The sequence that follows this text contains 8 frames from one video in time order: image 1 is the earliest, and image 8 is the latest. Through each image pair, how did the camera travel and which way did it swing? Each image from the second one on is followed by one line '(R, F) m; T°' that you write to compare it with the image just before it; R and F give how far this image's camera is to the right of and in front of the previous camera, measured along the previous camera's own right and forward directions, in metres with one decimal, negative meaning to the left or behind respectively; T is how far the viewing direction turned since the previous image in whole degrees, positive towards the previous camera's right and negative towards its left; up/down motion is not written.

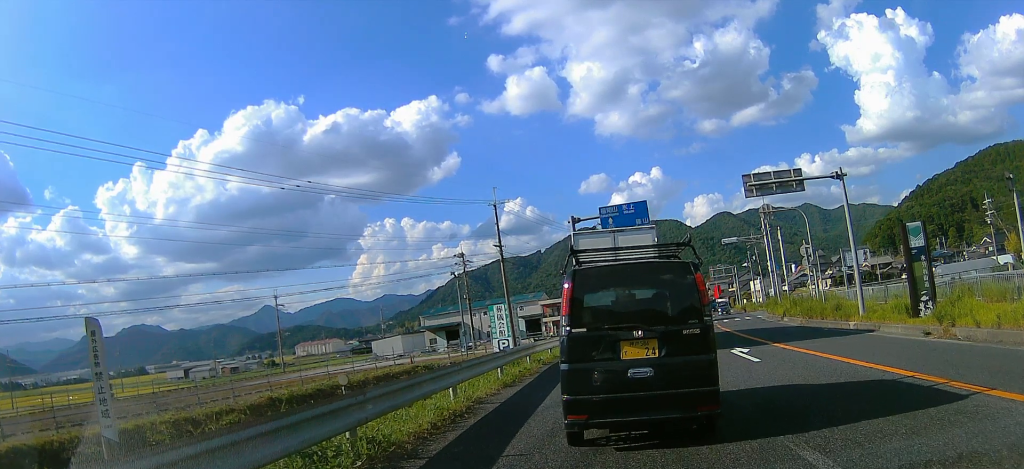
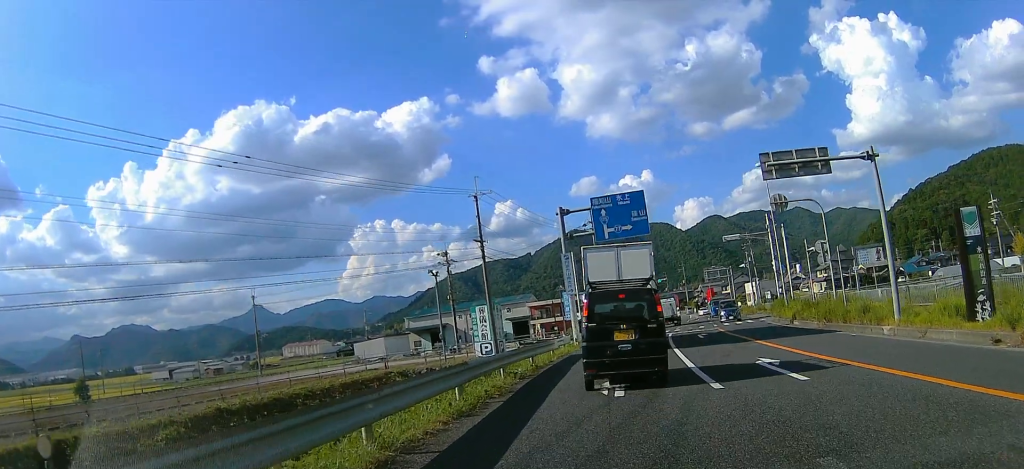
(0.0, 0.0) m; 0°
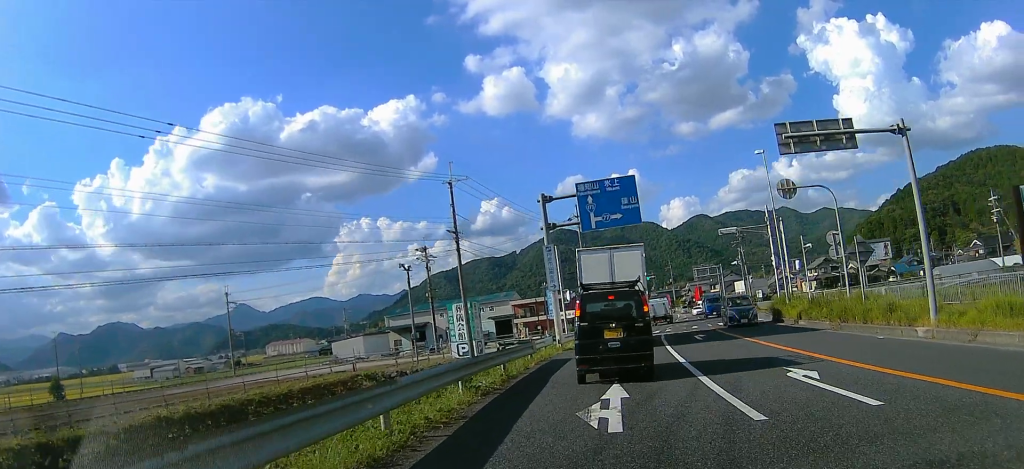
(0.0, +0.3) m; 0°
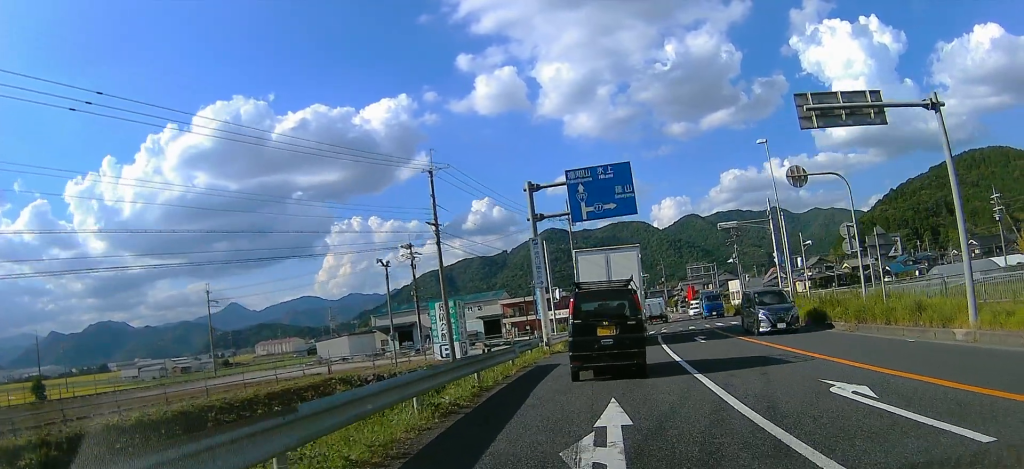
(0.0, +0.6) m; +1°
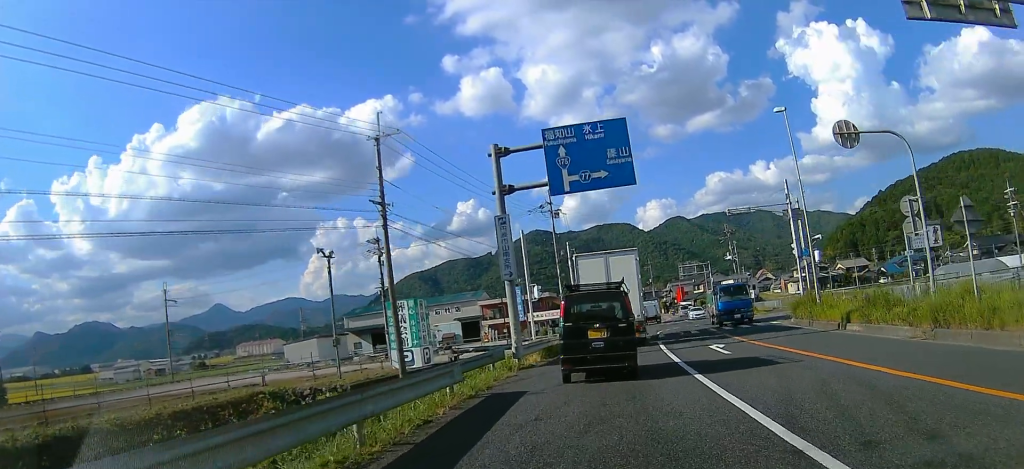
(0.0, +5.0) m; 0°
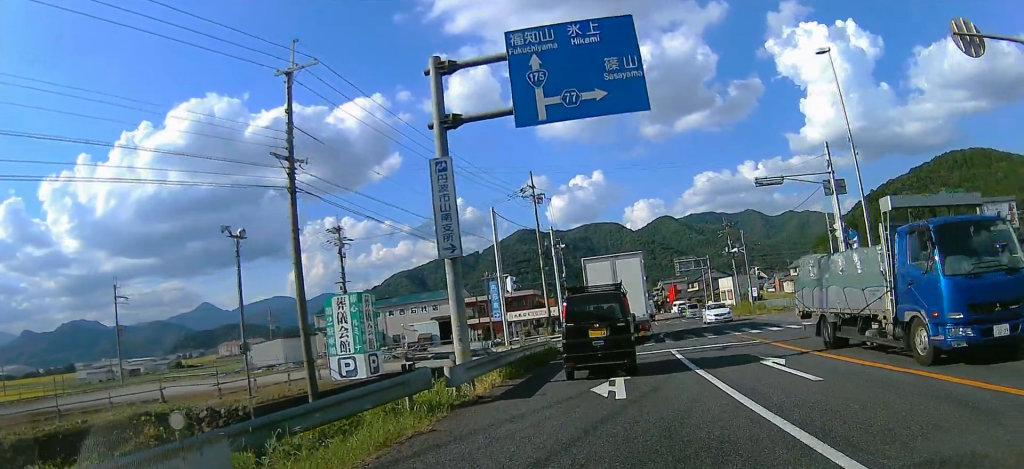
(0.0, +6.1) m; 0°
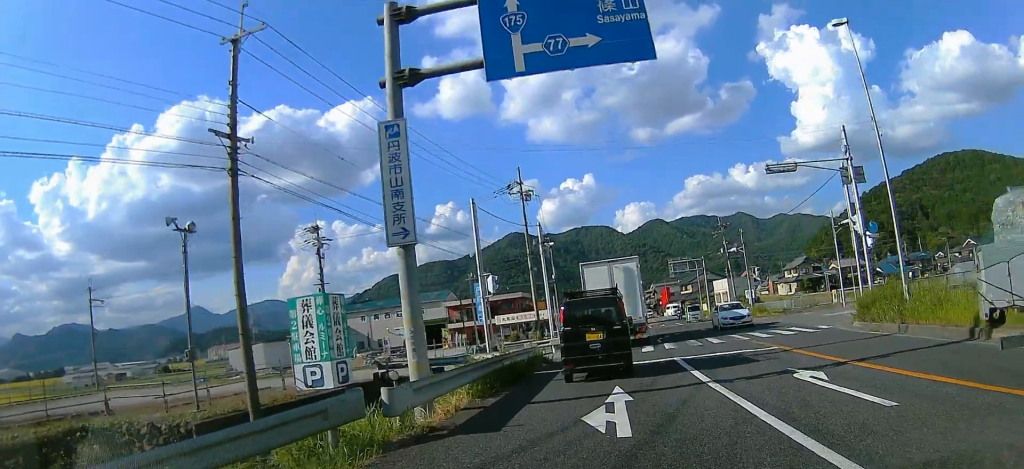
(0.0, +2.5) m; 0°
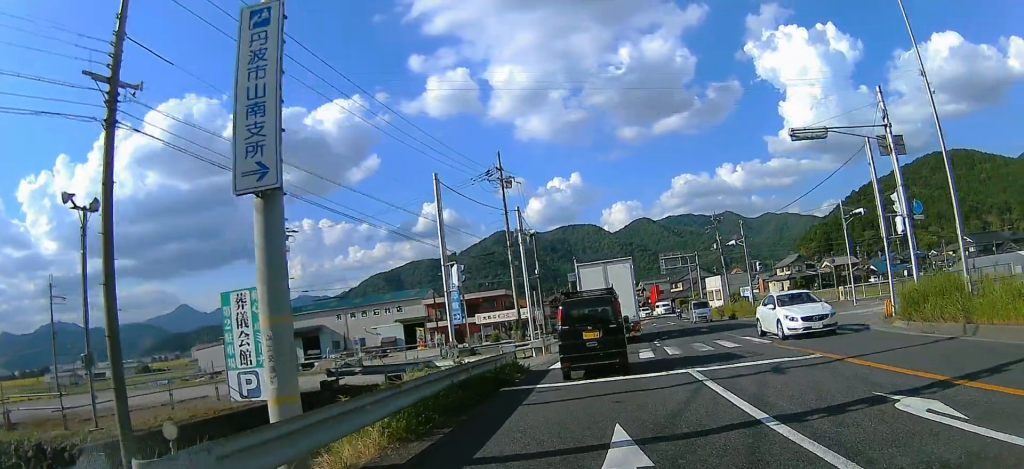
(0.0, +3.8) m; 0°
